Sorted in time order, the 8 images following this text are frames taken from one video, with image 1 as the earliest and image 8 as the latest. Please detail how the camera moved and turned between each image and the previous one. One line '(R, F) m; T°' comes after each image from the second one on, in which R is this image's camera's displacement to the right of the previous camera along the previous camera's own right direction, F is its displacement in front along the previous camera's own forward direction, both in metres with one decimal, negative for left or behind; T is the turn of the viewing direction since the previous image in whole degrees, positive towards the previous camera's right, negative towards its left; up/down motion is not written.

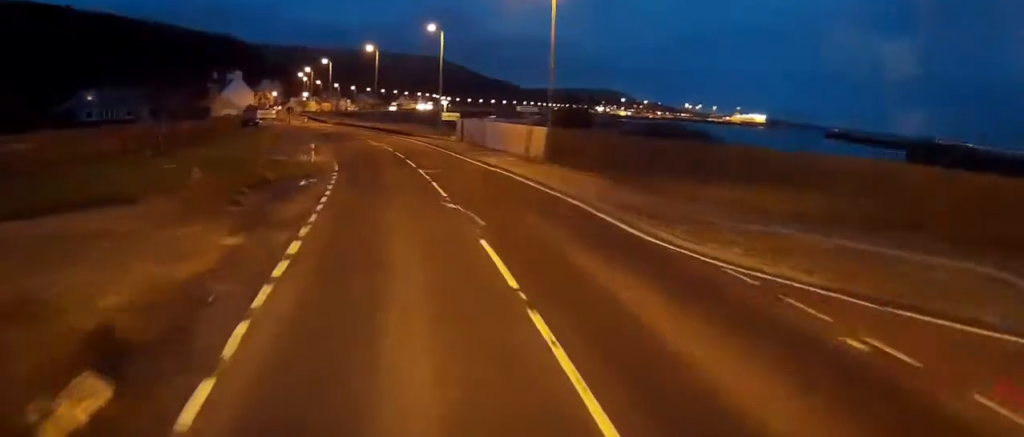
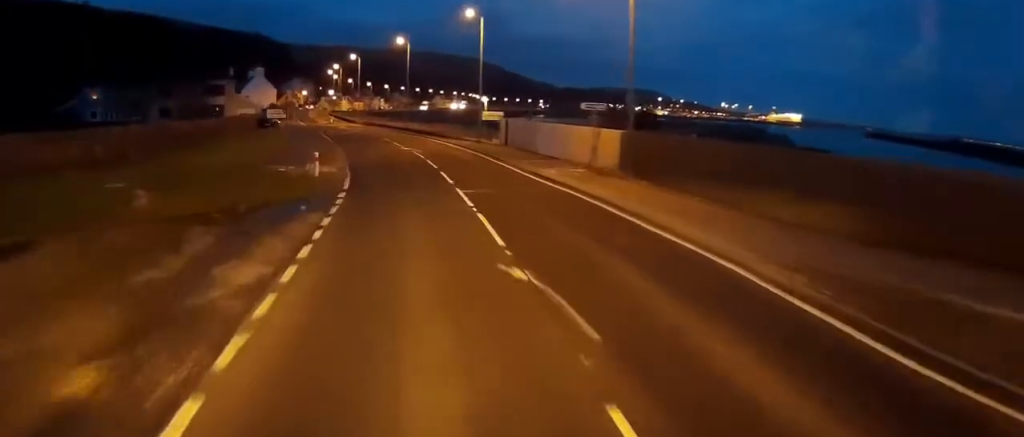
(-0.4, +9.1) m; -3°
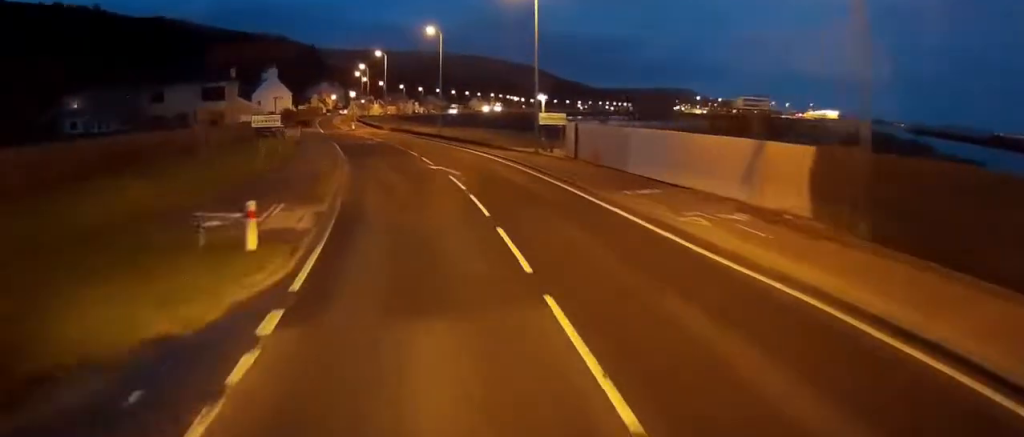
(-0.5, +14.9) m; -2°
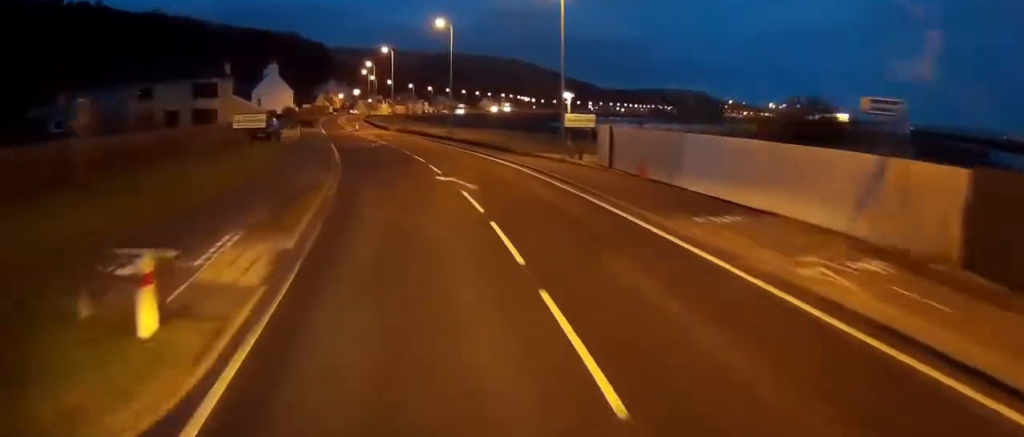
(0.0, +6.1) m; 0°
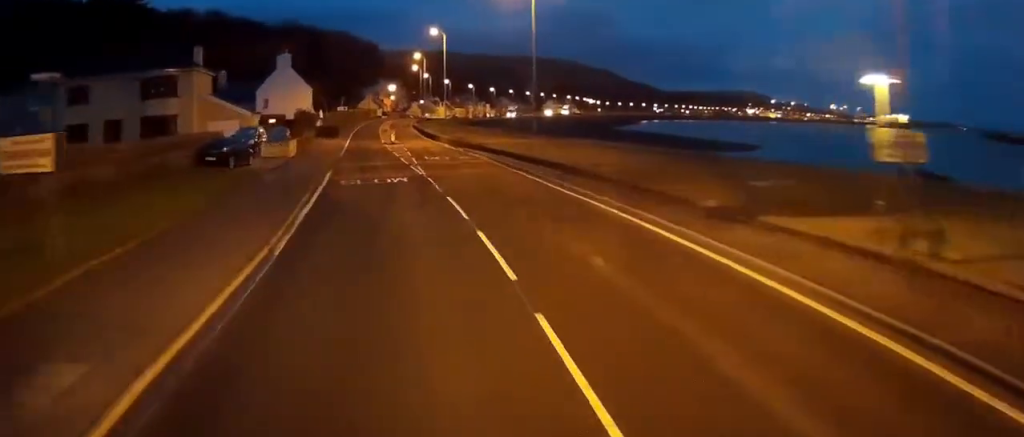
(-0.2, +26.0) m; -3°
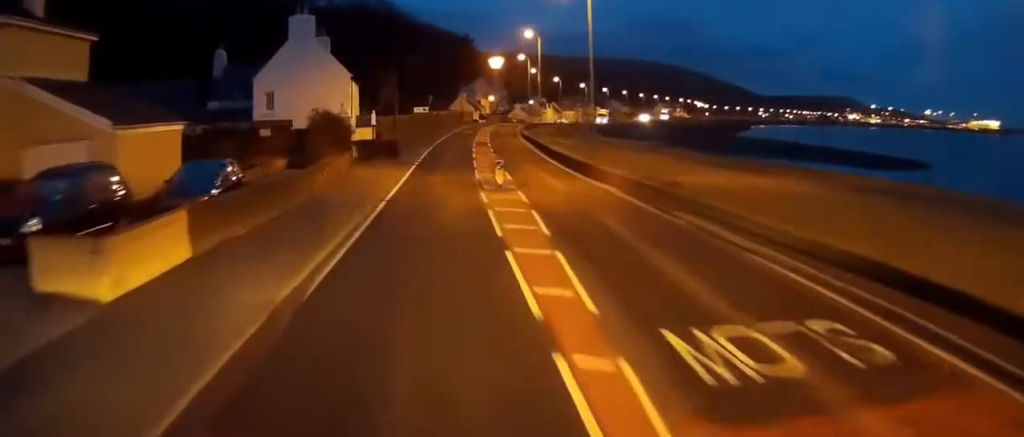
(-2.9, +33.3) m; -8°
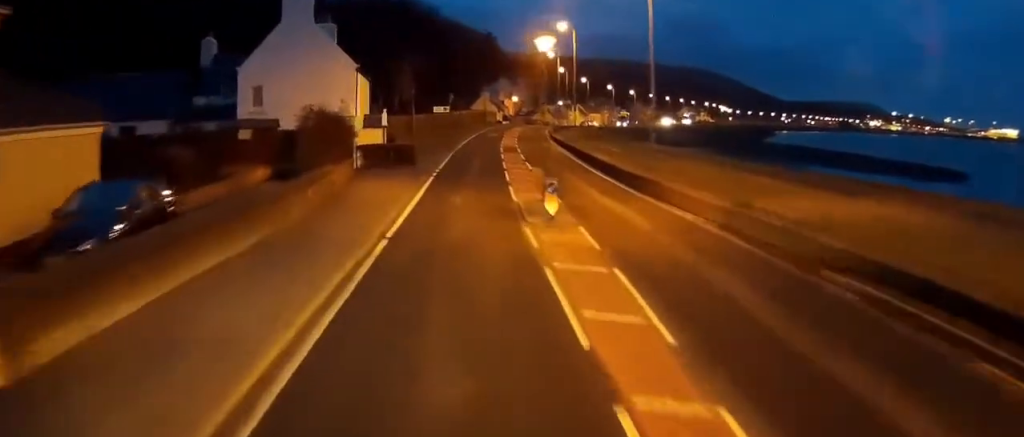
(-0.1, +7.7) m; 0°
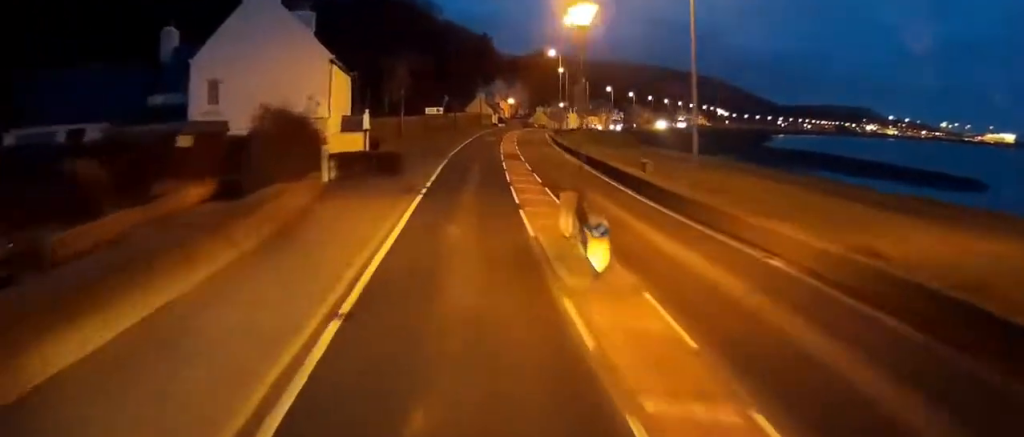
(0.0, +6.4) m; +1°
